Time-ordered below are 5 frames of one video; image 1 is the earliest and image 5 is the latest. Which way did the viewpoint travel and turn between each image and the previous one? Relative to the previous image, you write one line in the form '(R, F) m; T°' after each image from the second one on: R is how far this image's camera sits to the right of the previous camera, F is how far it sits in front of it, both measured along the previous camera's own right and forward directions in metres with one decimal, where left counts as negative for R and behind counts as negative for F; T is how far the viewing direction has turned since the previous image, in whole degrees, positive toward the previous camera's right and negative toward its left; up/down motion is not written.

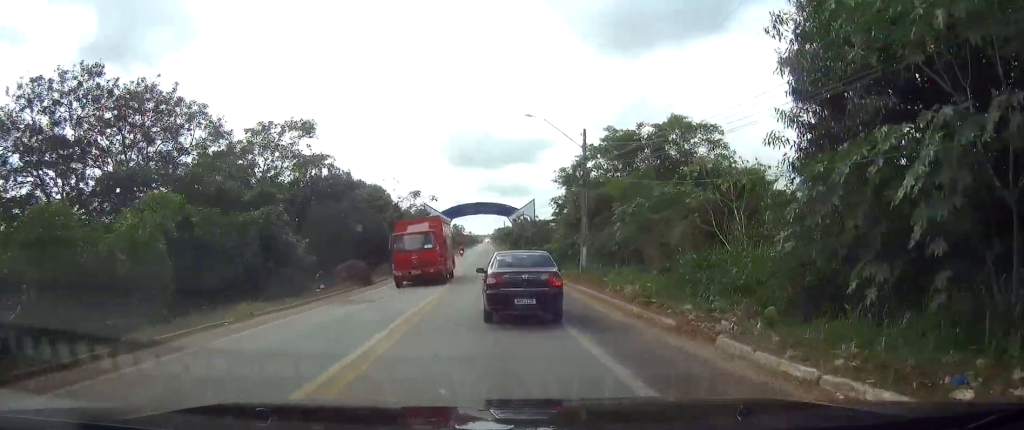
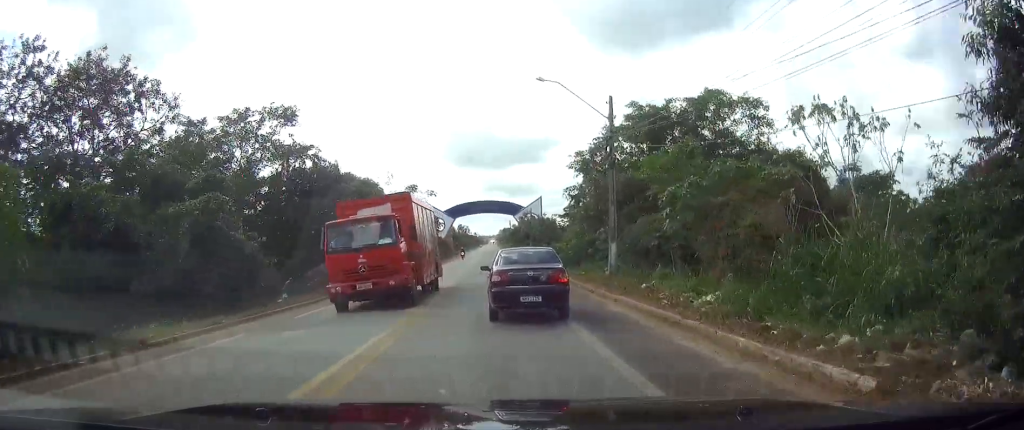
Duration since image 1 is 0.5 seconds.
(0.0, +7.3) m; 0°
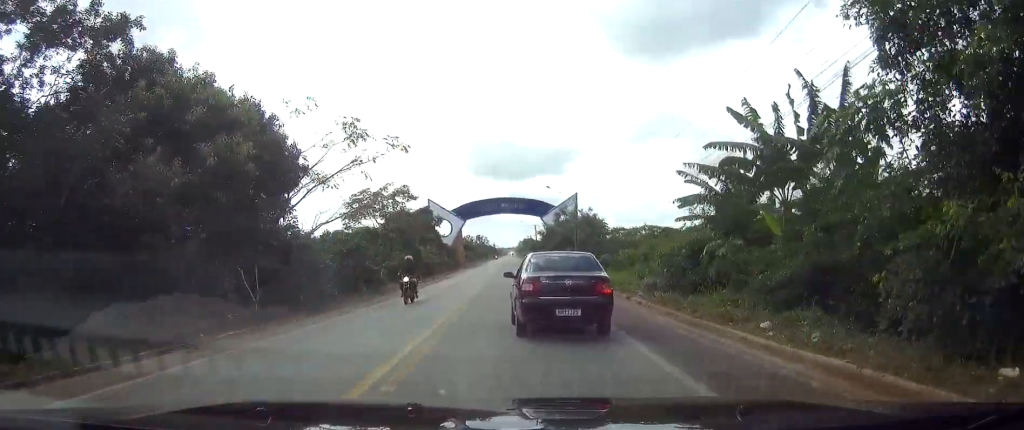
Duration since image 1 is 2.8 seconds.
(-0.3, +35.0) m; -1°
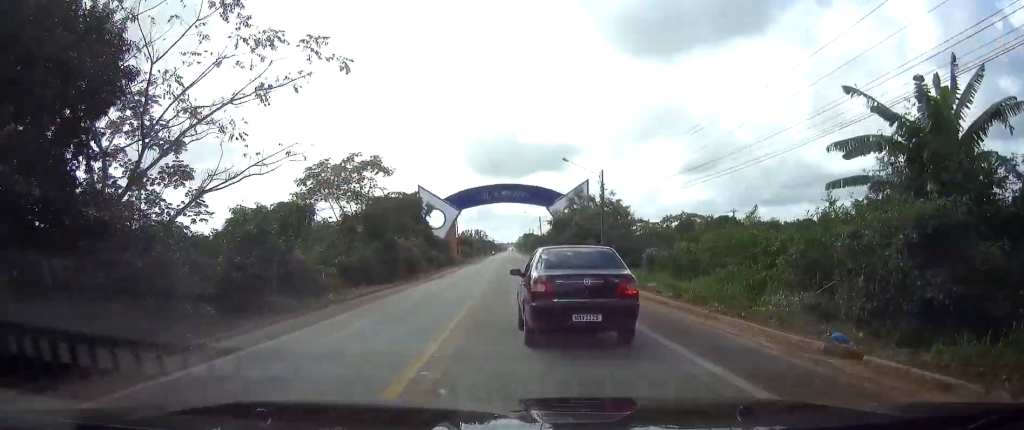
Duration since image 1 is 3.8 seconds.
(0.0, +14.8) m; 0°
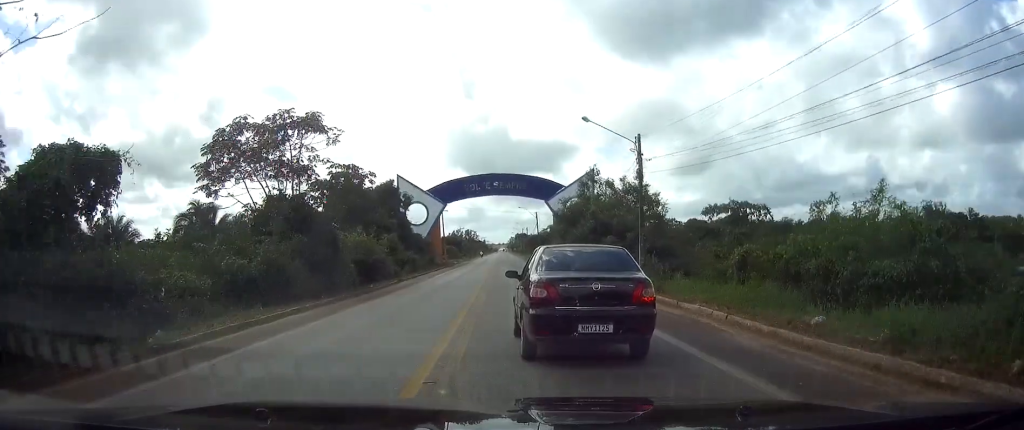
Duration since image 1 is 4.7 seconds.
(0.0, +15.3) m; 0°
